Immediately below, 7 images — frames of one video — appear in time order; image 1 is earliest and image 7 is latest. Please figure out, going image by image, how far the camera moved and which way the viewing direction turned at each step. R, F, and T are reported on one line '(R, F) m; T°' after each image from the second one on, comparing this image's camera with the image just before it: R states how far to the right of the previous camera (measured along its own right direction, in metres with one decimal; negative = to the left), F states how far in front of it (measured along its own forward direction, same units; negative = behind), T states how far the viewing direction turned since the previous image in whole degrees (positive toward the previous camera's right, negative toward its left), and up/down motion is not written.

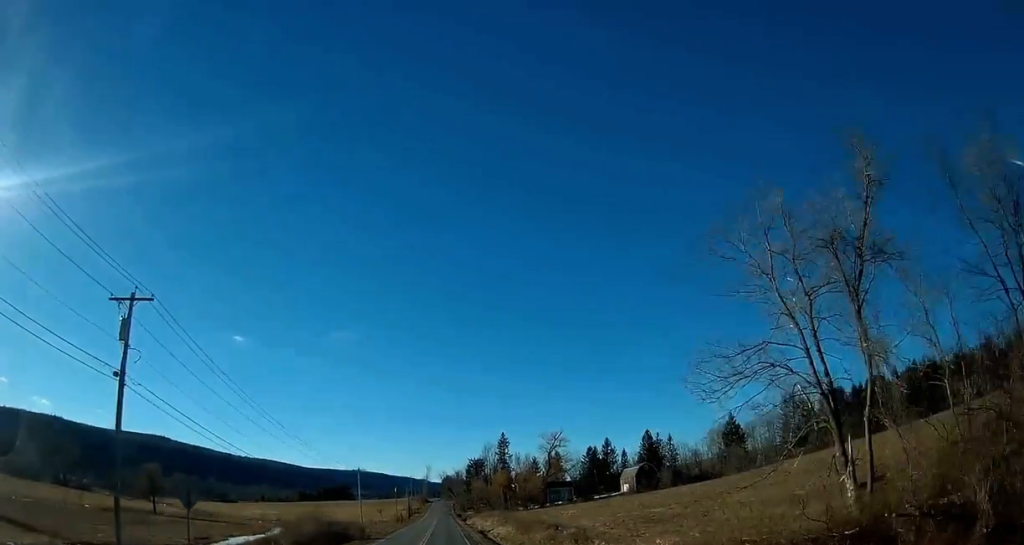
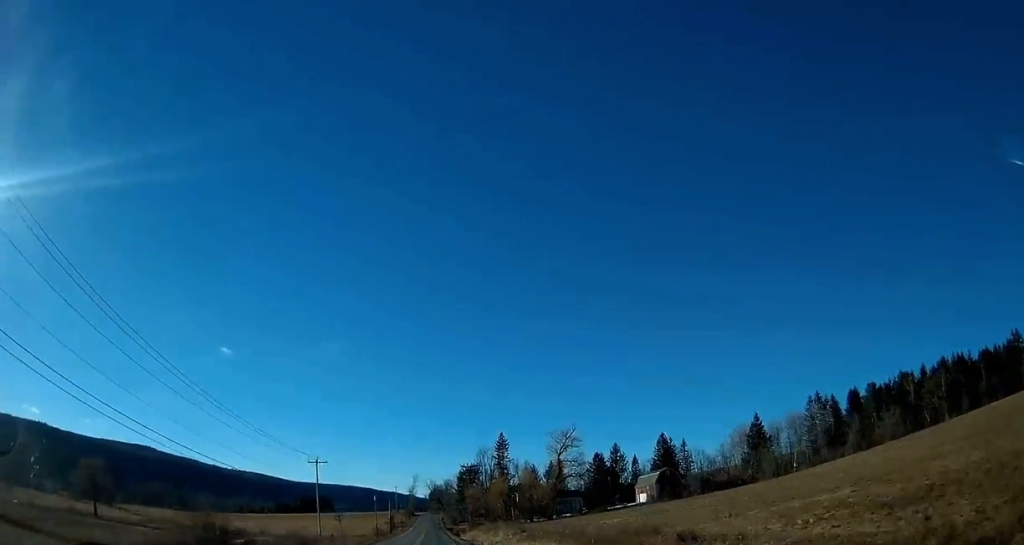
(+0.2, +26.0) m; 0°
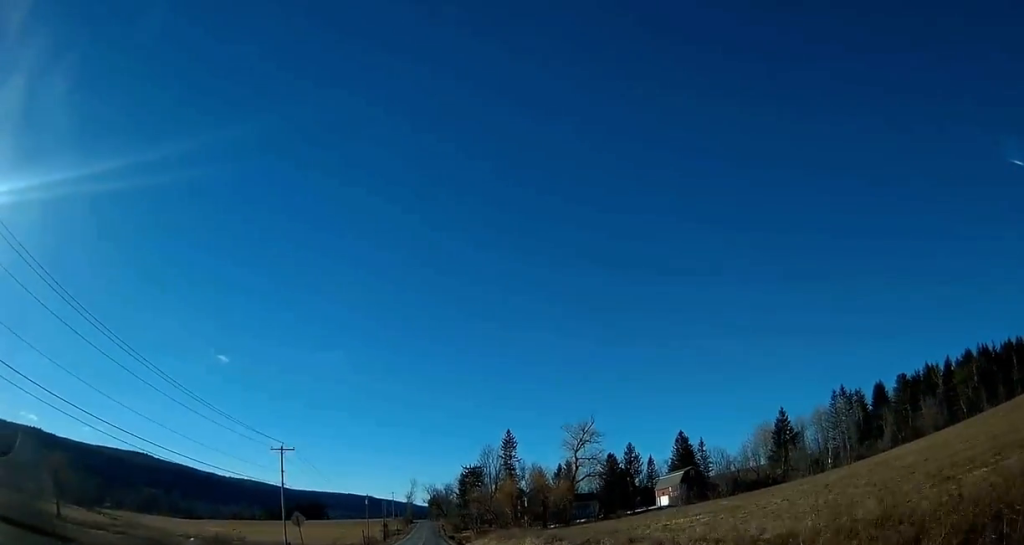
(-0.2, +15.9) m; 0°
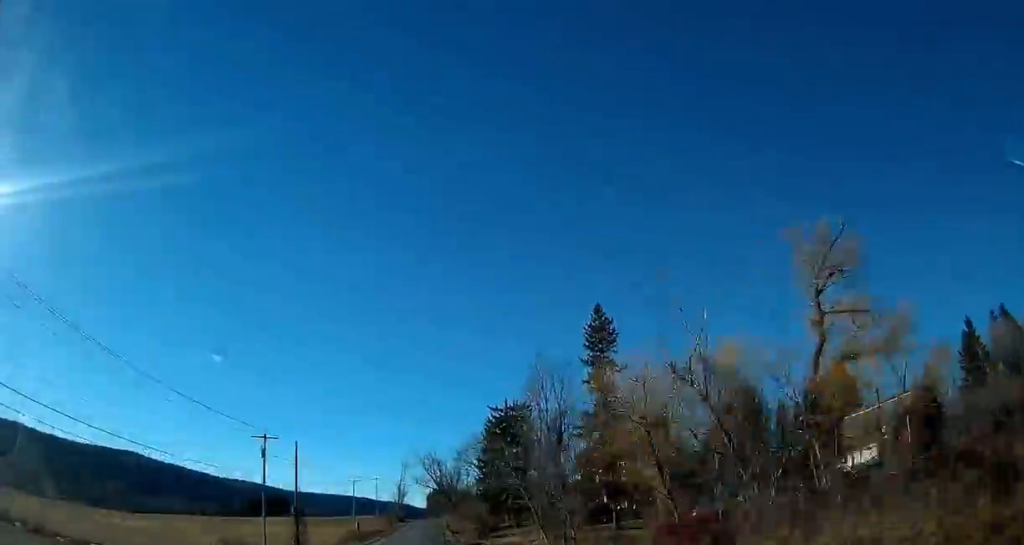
(+1.4, +76.6) m; 0°
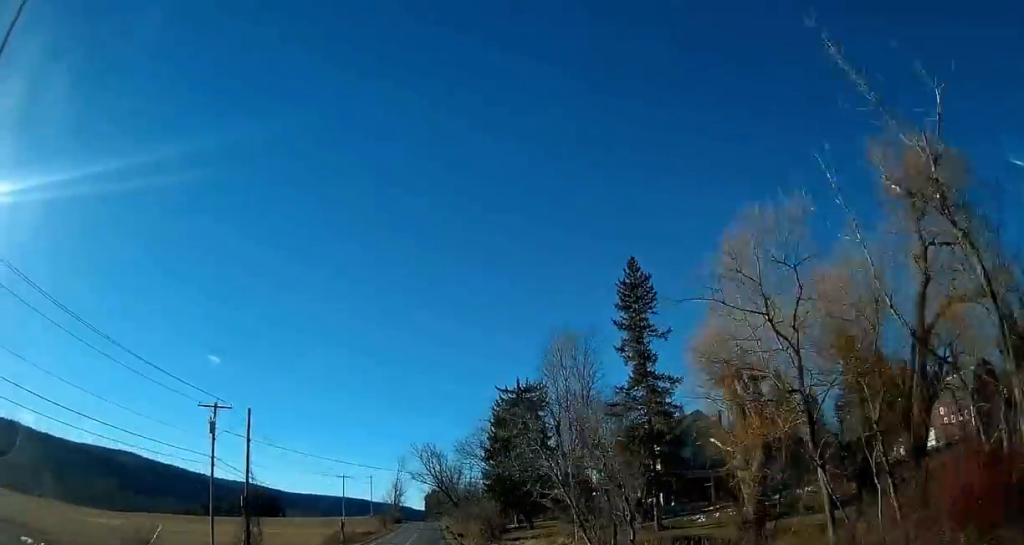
(-0.2, +11.6) m; 0°
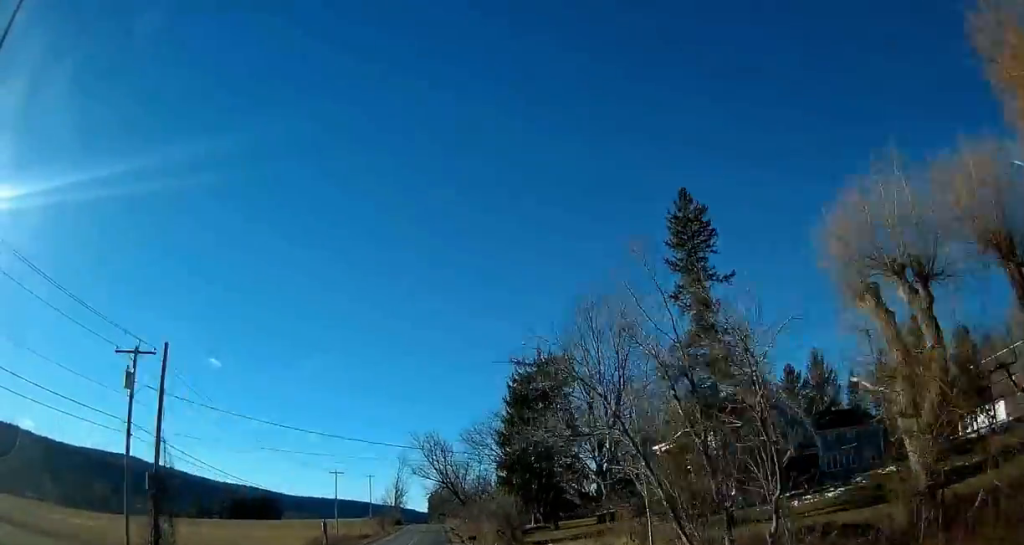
(-0.1, +11.6) m; 0°
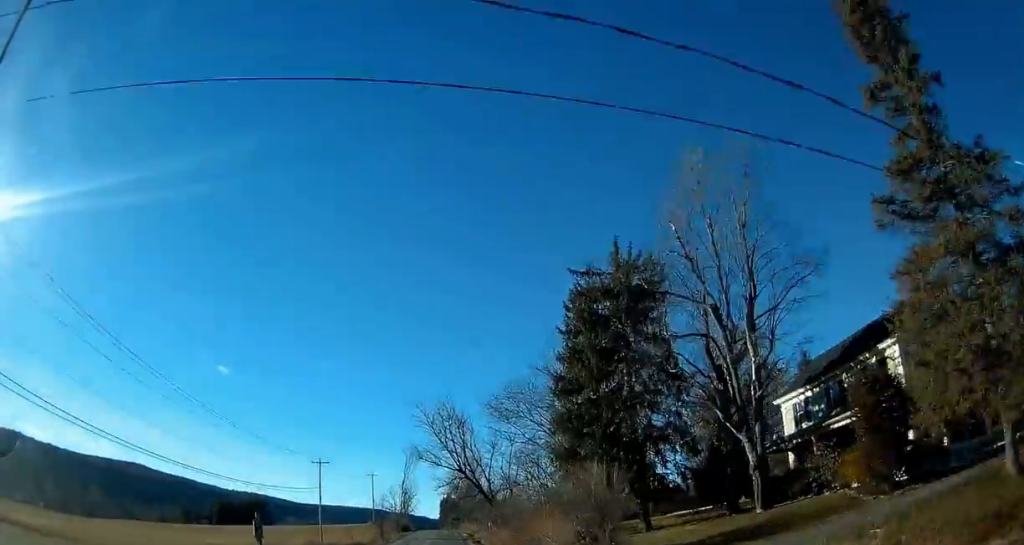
(+0.4, +21.7) m; 0°
